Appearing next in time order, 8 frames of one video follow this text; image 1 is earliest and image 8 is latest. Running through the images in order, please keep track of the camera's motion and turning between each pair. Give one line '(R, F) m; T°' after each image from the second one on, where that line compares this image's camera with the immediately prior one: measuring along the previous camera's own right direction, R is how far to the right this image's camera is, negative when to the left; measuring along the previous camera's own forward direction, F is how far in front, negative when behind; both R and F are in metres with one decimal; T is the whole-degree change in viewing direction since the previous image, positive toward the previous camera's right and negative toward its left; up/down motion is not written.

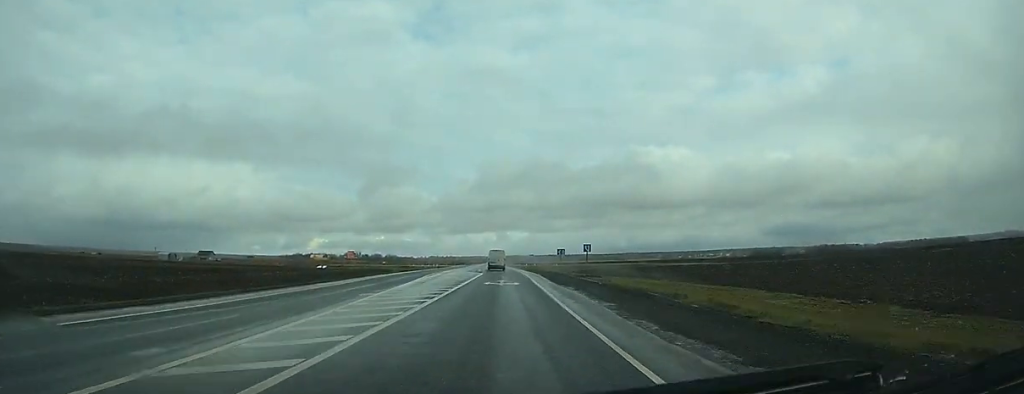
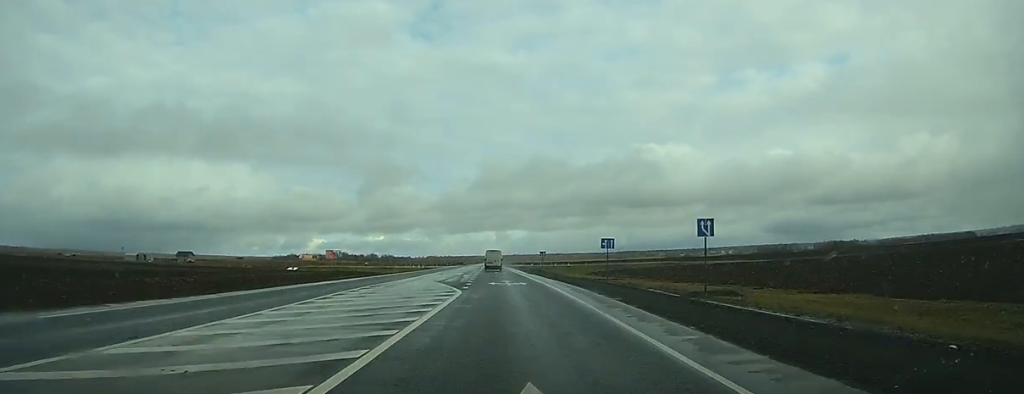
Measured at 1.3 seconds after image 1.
(0.0, +33.9) m; 0°
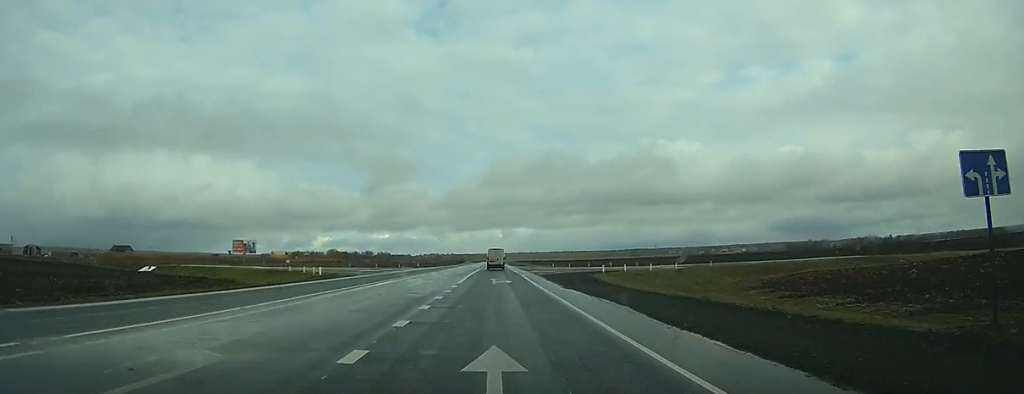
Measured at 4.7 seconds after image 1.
(-0.1, +87.9) m; 0°
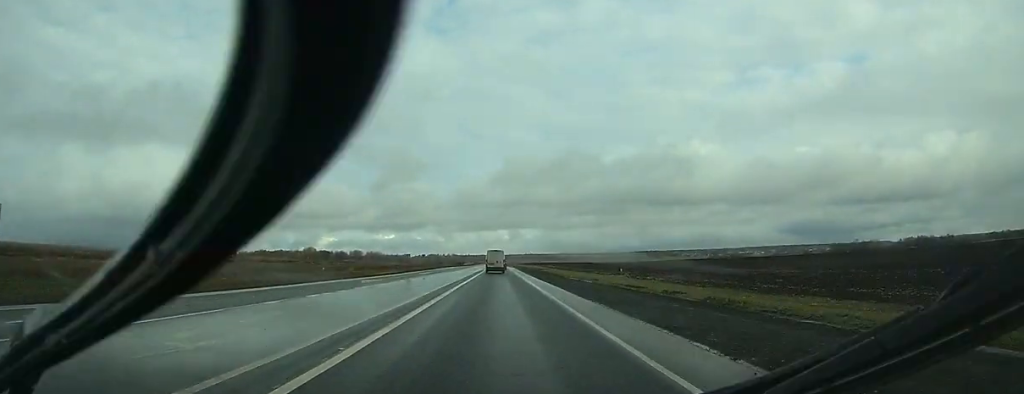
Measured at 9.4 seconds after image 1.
(+0.3, +119.4) m; 0°
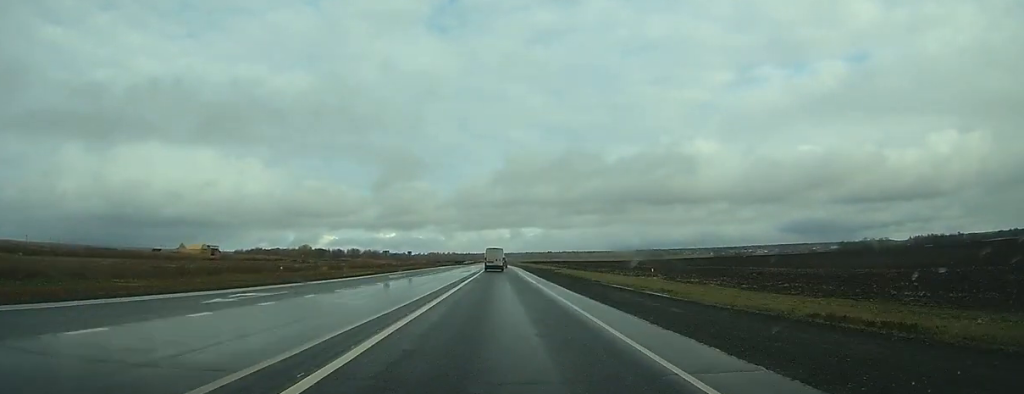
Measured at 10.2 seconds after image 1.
(0.0, +21.3) m; 0°
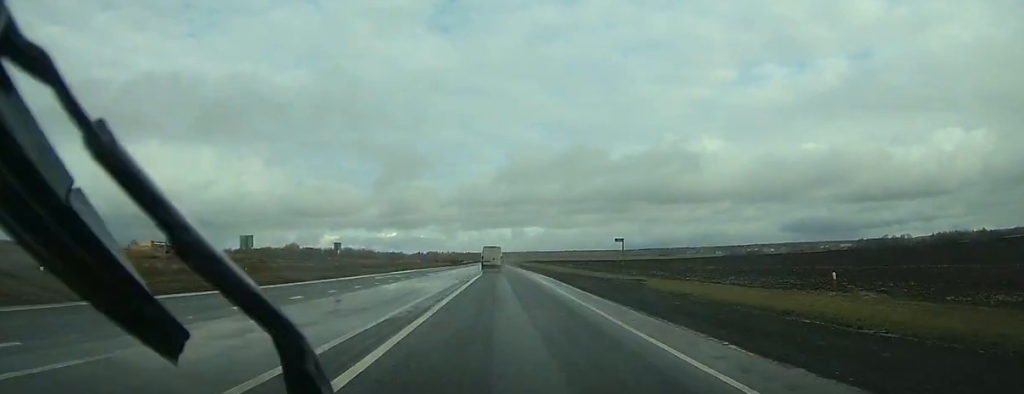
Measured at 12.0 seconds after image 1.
(0.0, +47.5) m; 0°
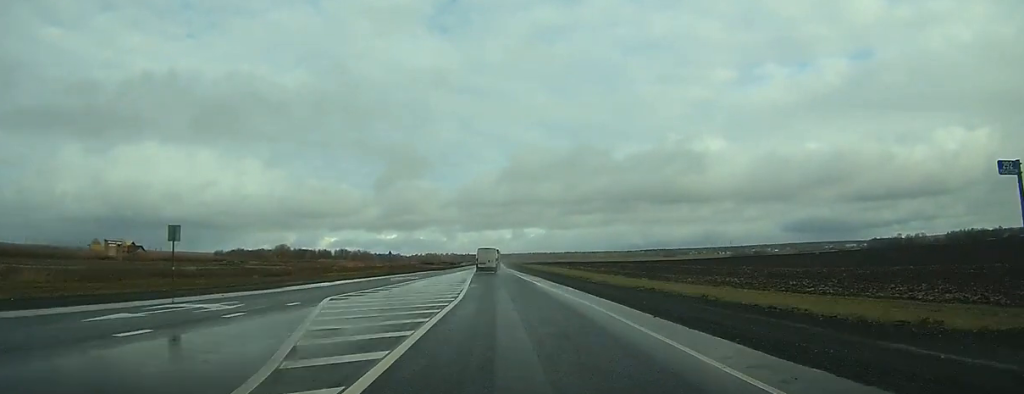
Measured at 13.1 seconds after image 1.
(+0.1, +28.7) m; 0°
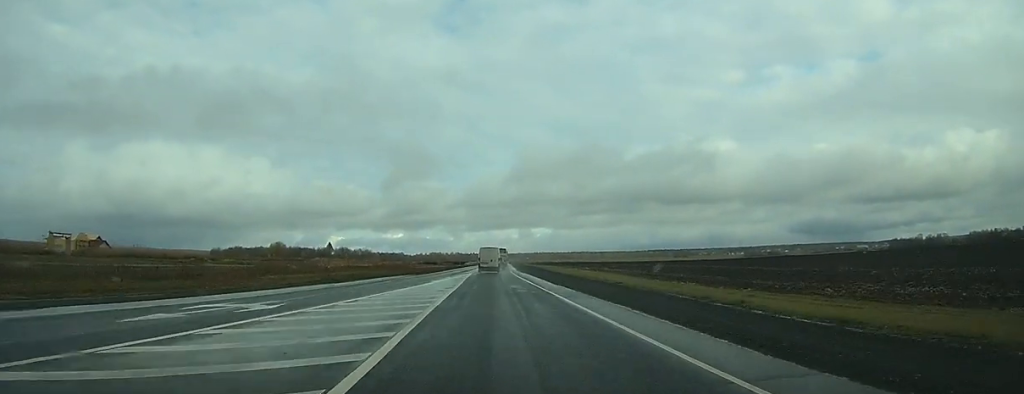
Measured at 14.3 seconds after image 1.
(+0.1, +30.0) m; 0°
